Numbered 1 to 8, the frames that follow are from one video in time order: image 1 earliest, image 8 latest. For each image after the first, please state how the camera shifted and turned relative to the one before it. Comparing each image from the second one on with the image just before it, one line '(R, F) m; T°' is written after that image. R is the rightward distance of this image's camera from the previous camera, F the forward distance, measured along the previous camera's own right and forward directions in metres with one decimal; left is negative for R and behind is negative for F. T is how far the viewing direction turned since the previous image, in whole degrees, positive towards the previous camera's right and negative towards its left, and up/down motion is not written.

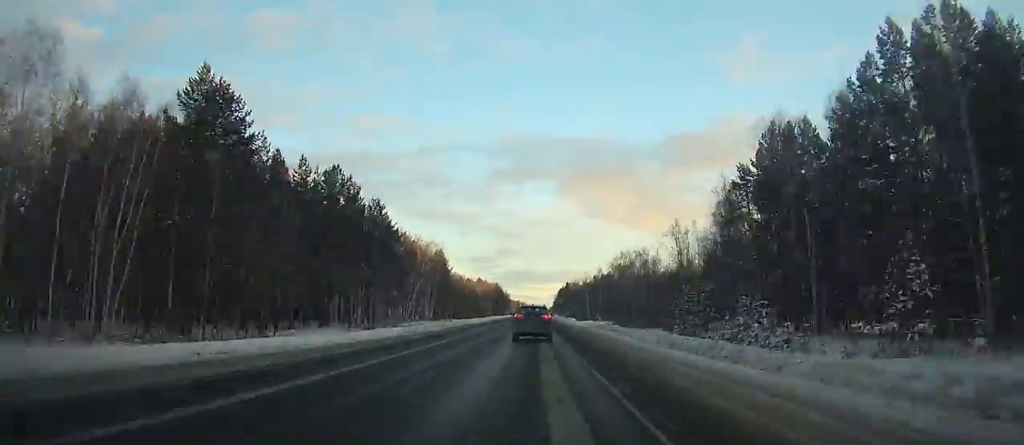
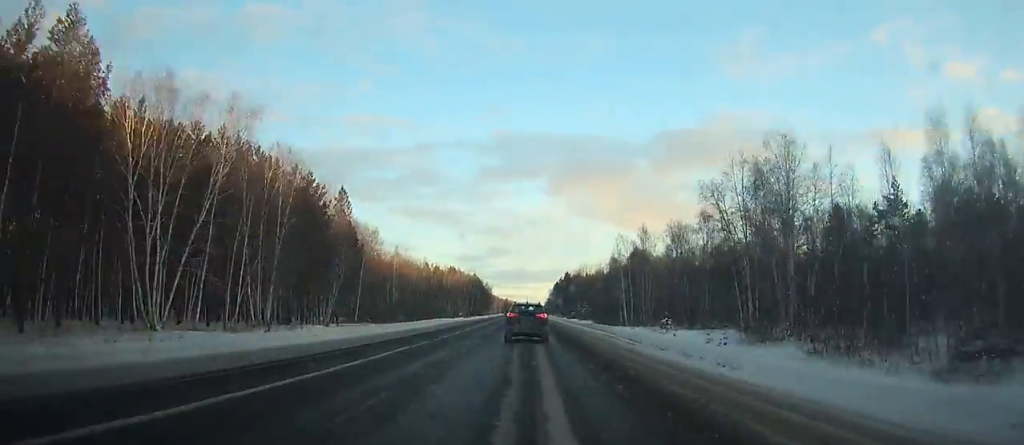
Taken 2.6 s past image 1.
(+0.2, +73.8) m; 0°
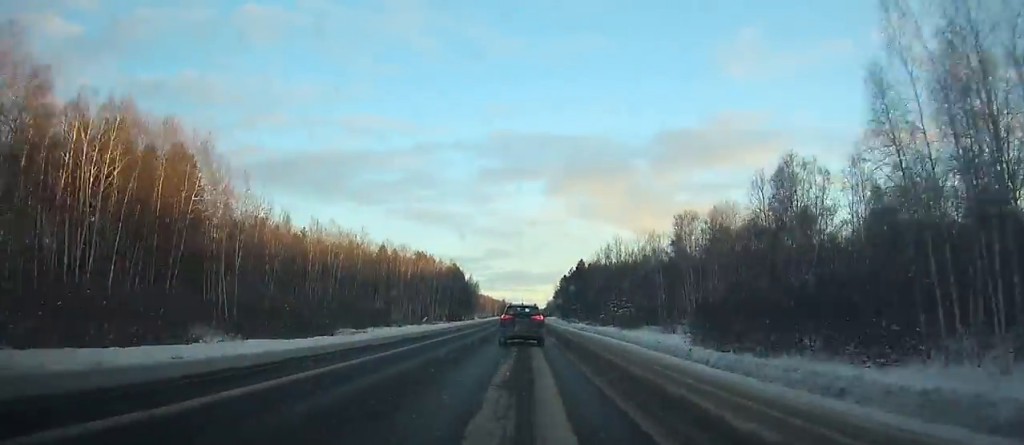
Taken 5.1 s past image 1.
(+0.1, +70.3) m; 0°
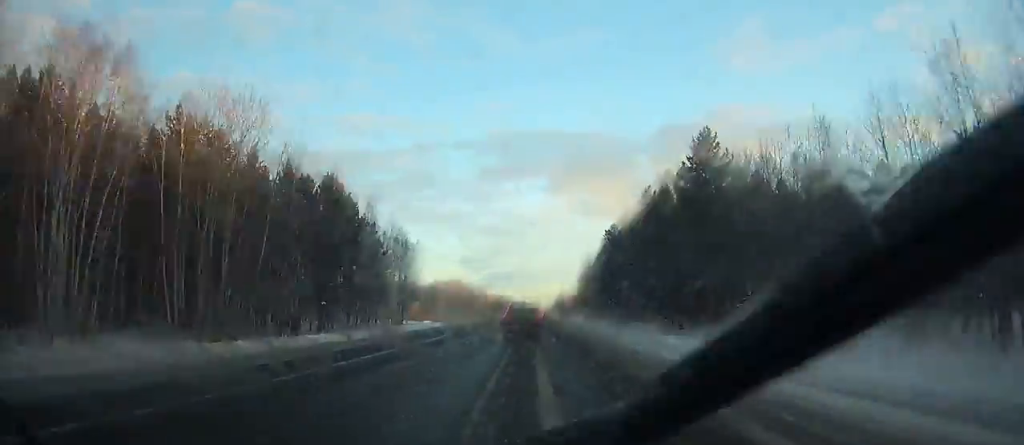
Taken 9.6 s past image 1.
(-0.1, +124.6) m; 0°
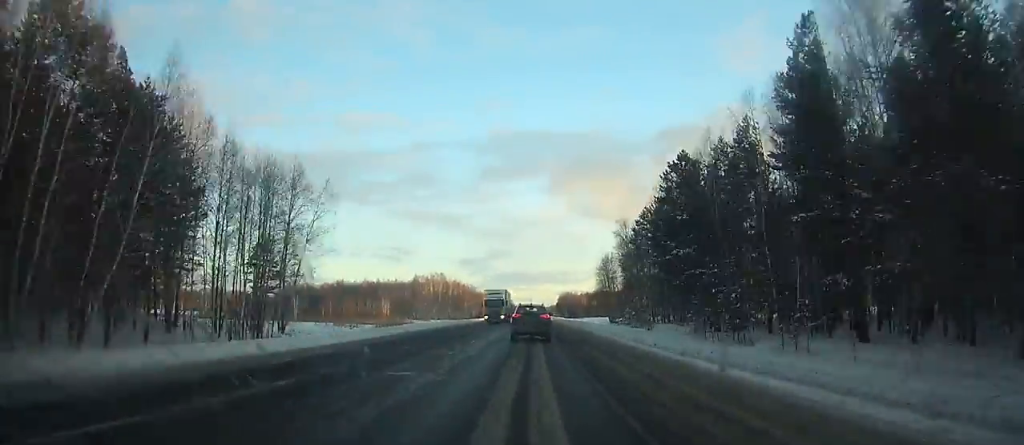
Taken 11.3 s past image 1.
(+0.1, +46.4) m; 0°
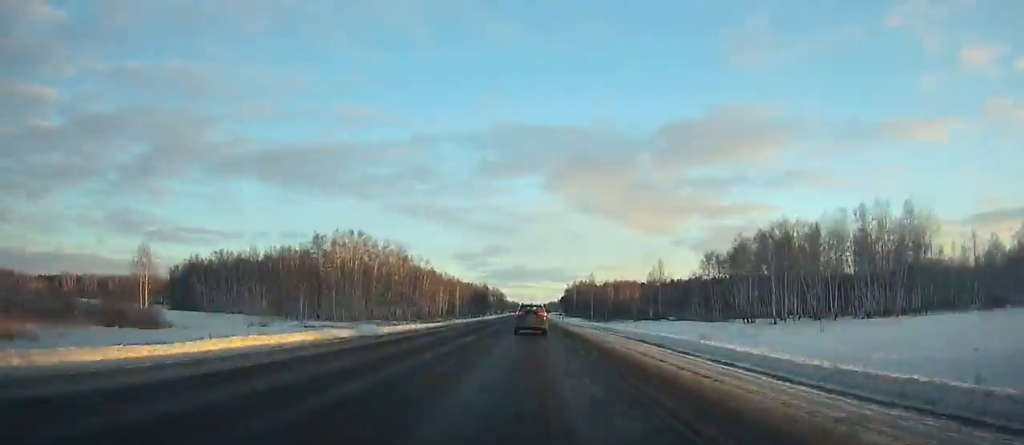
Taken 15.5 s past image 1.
(-0.3, +114.1) m; 0°
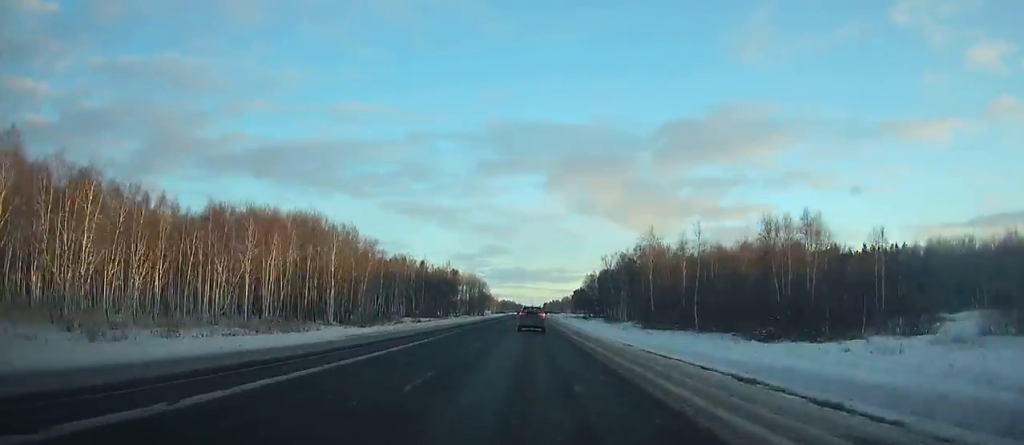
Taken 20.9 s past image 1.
(+0.8, +146.7) m; 0°
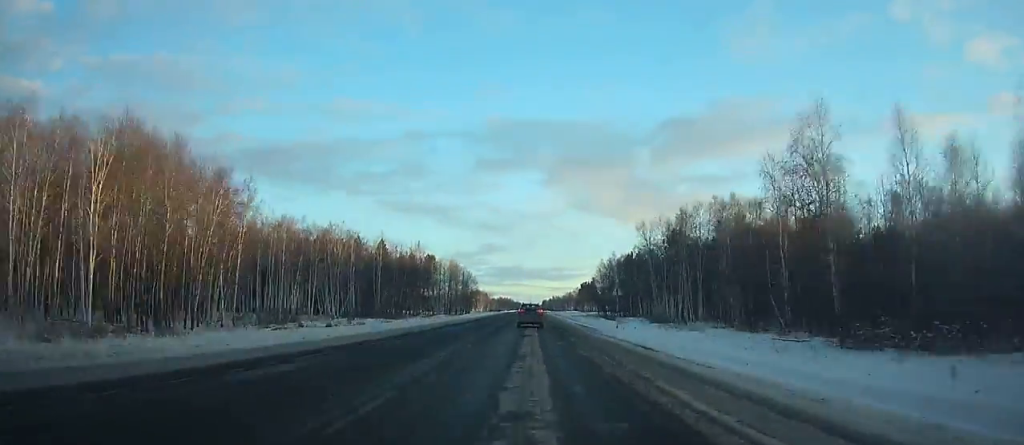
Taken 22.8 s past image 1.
(0.0, +52.1) m; 0°
